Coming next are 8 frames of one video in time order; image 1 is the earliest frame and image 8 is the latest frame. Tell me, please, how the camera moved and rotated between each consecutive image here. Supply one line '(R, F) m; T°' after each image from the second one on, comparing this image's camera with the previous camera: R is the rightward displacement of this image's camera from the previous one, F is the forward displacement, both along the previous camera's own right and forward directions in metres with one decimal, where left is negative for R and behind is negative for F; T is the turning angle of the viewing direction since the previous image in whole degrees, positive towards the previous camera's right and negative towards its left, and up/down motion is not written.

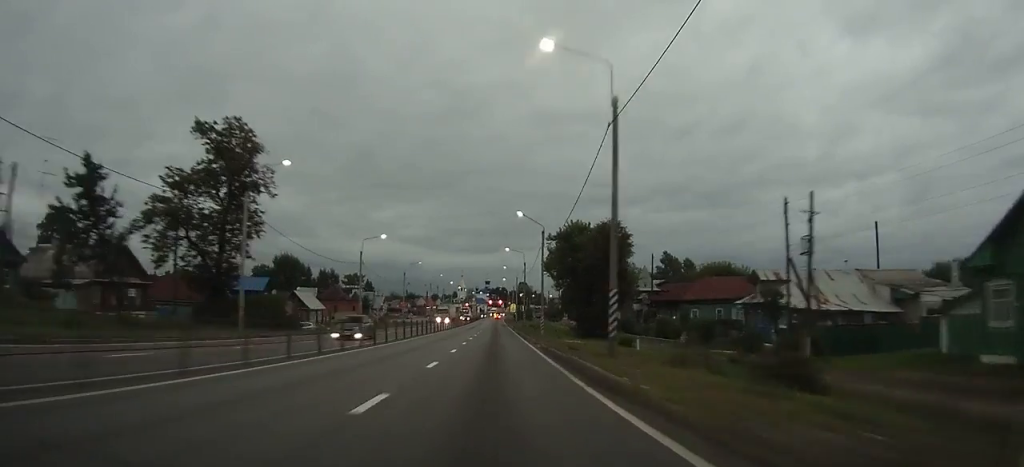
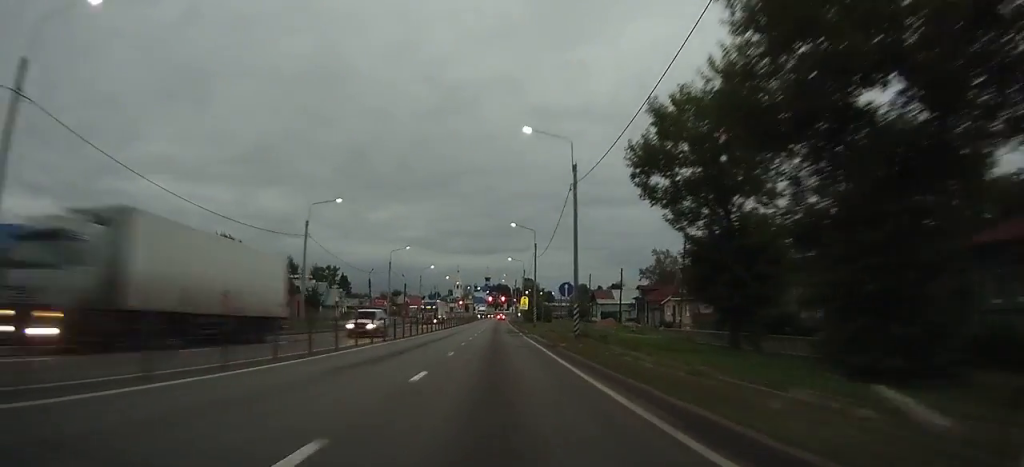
(0.0, +51.8) m; 0°
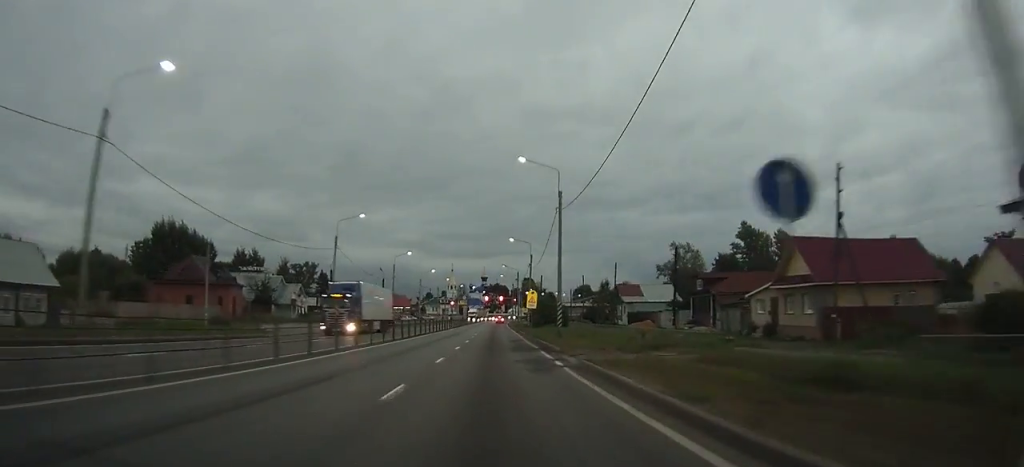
(0.0, +26.8) m; 0°
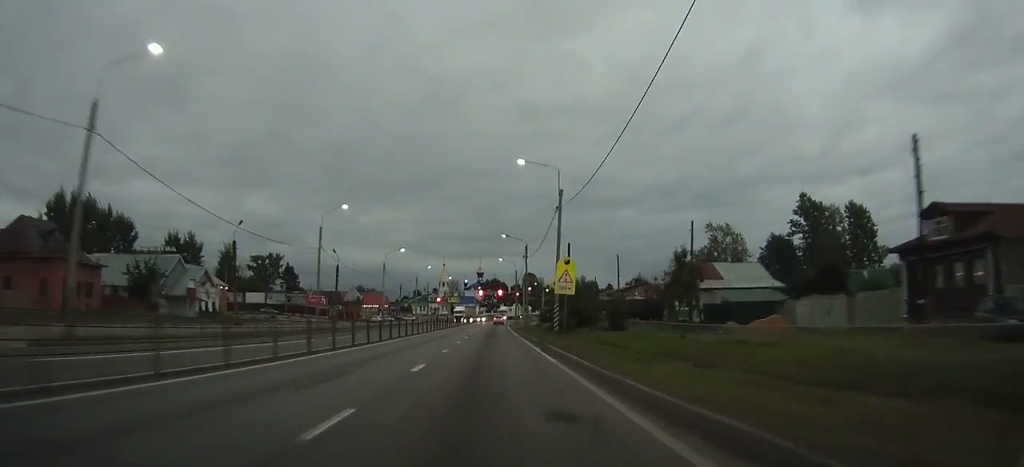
(+0.2, +37.0) m; +1°
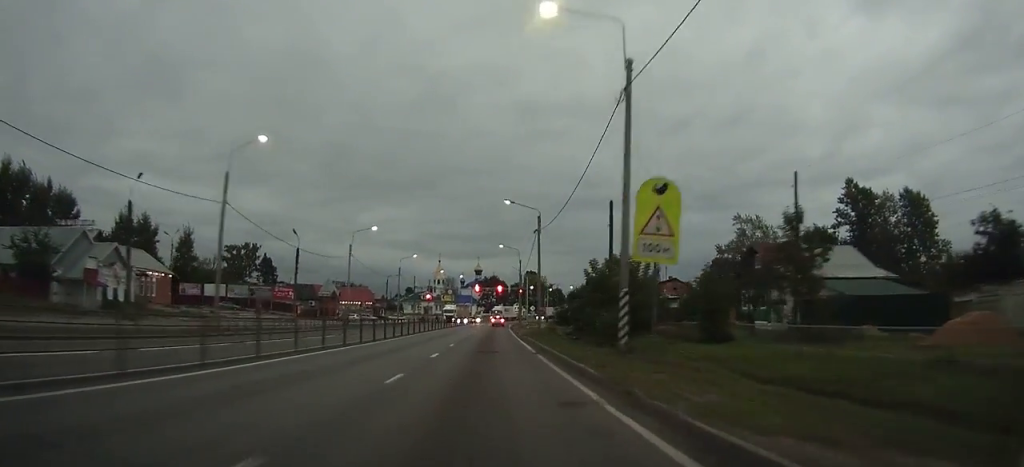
(0.0, +19.8) m; 0°
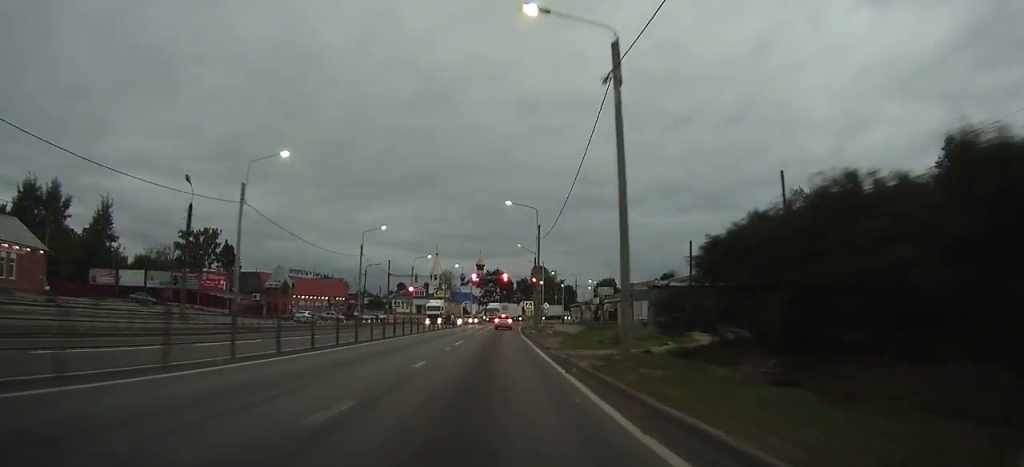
(+0.1, +30.6) m; 0°
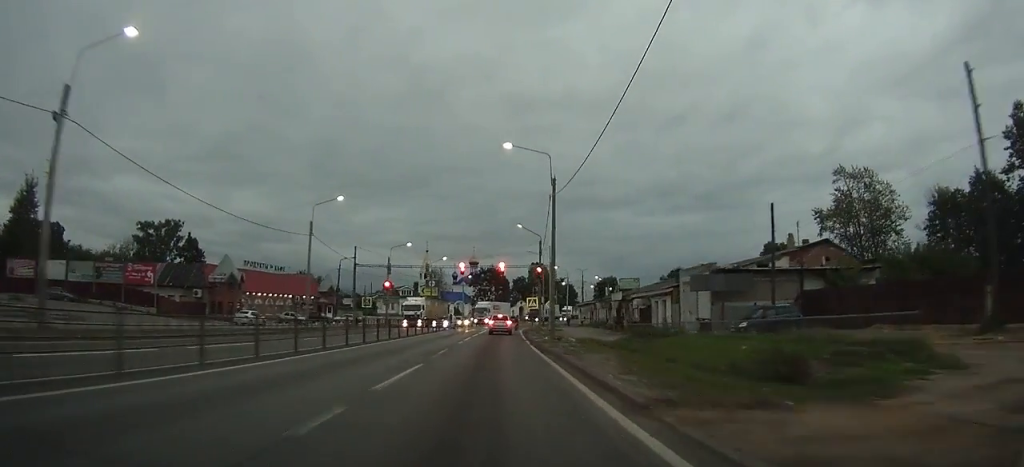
(+0.1, +17.3) m; 0°
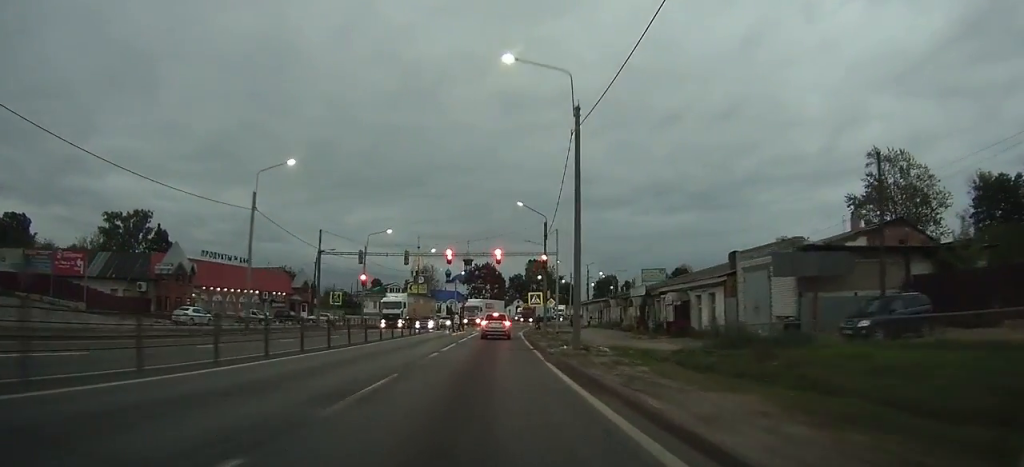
(0.0, +11.6) m; 0°
